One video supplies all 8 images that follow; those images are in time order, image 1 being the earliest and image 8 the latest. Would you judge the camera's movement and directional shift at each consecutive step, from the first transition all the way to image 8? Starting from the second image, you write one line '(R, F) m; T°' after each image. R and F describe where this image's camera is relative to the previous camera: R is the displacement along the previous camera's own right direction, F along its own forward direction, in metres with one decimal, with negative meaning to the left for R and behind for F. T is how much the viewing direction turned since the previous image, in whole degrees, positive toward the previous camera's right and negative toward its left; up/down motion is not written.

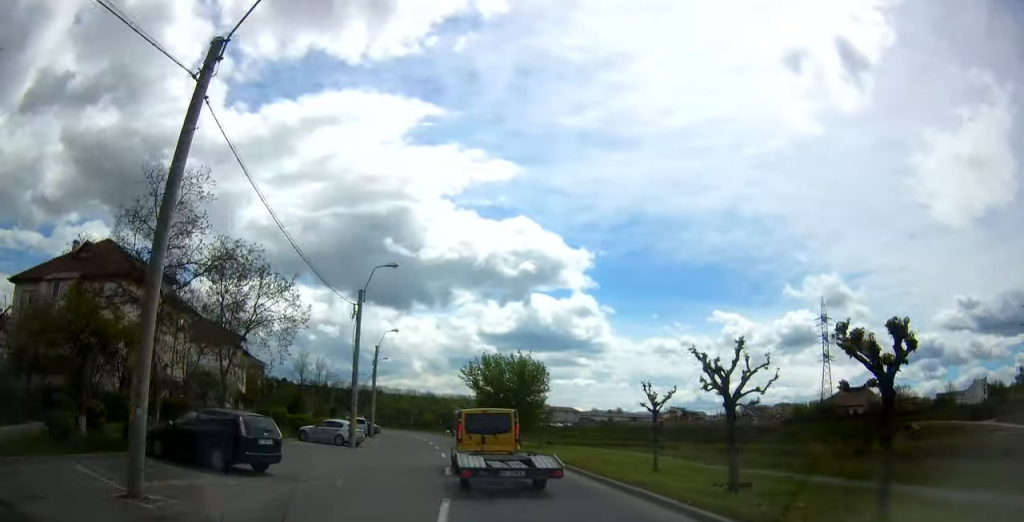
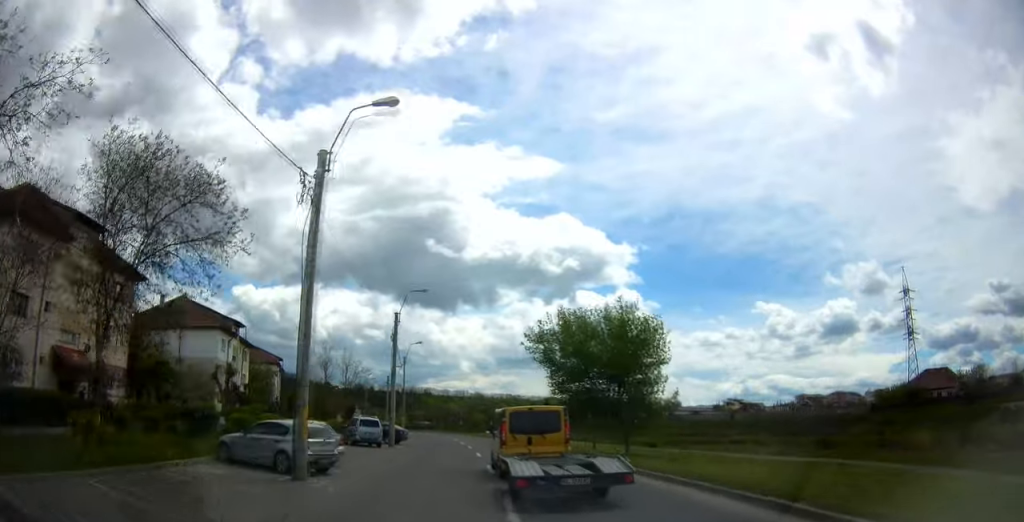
(-0.2, +18.7) m; -2°
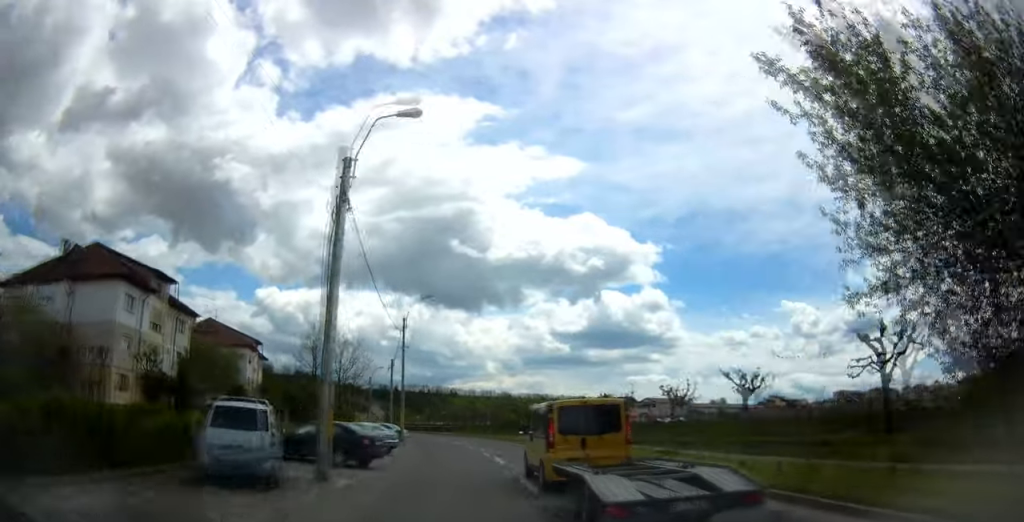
(-0.7, +25.3) m; -4°
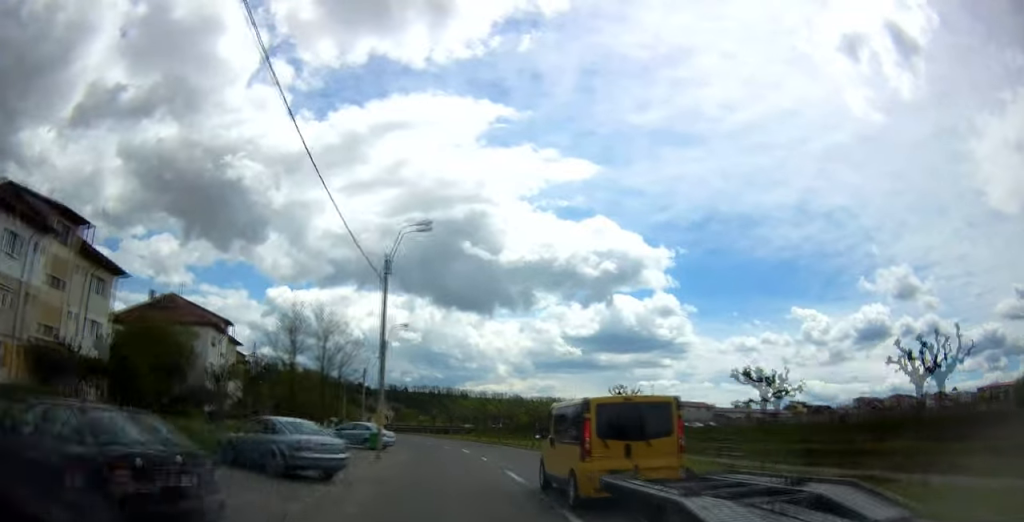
(-0.2, +16.0) m; -2°
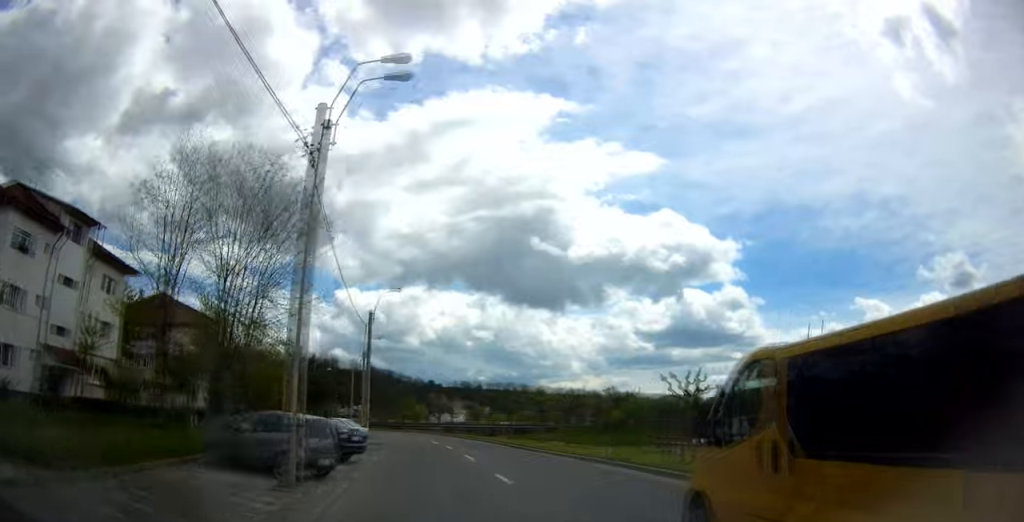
(-2.4, +39.7) m; -7°
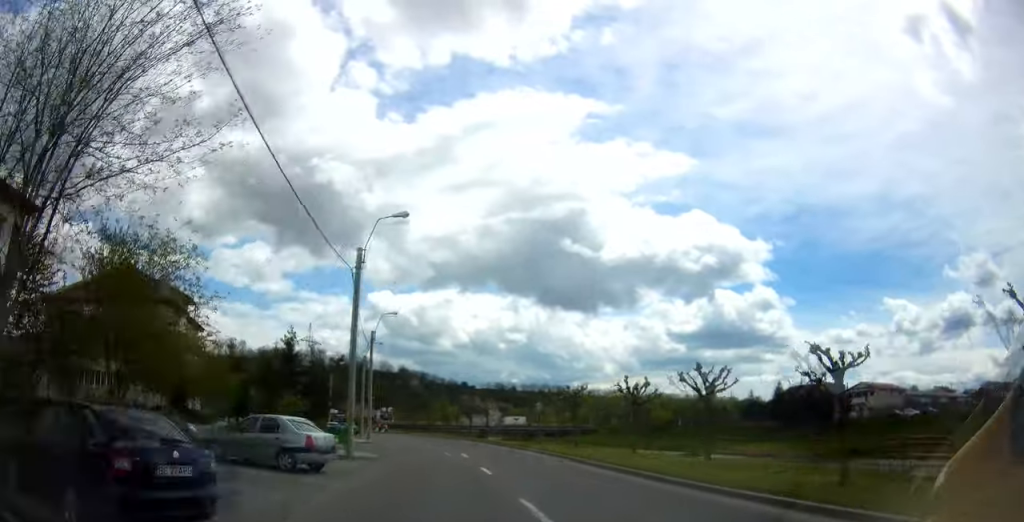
(-0.3, +14.4) m; -3°
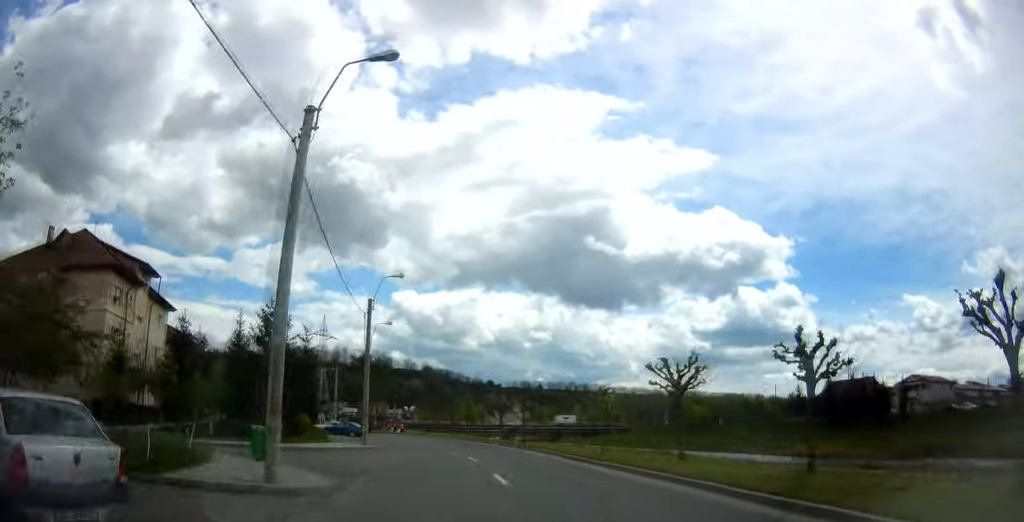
(0.0, +11.9) m; -3°
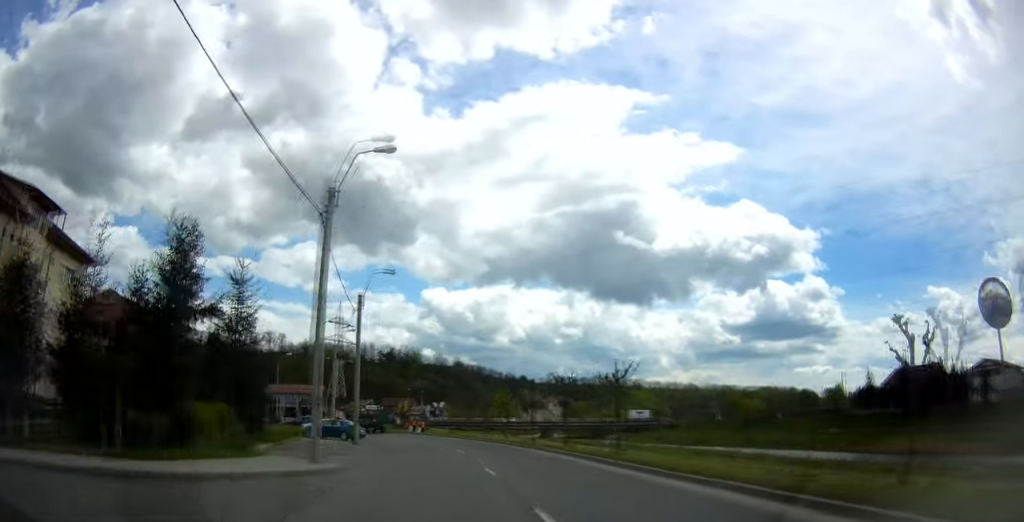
(-0.9, +16.6) m; -5°
